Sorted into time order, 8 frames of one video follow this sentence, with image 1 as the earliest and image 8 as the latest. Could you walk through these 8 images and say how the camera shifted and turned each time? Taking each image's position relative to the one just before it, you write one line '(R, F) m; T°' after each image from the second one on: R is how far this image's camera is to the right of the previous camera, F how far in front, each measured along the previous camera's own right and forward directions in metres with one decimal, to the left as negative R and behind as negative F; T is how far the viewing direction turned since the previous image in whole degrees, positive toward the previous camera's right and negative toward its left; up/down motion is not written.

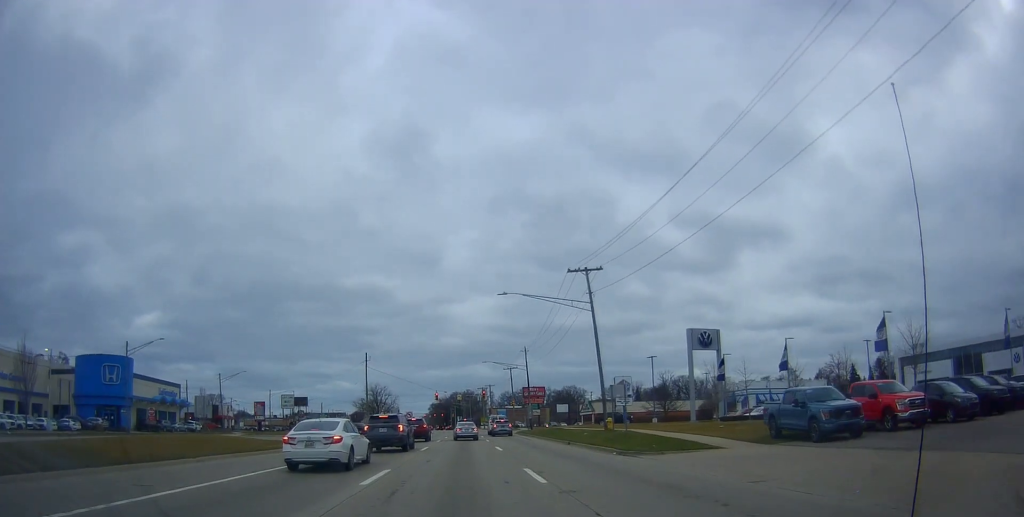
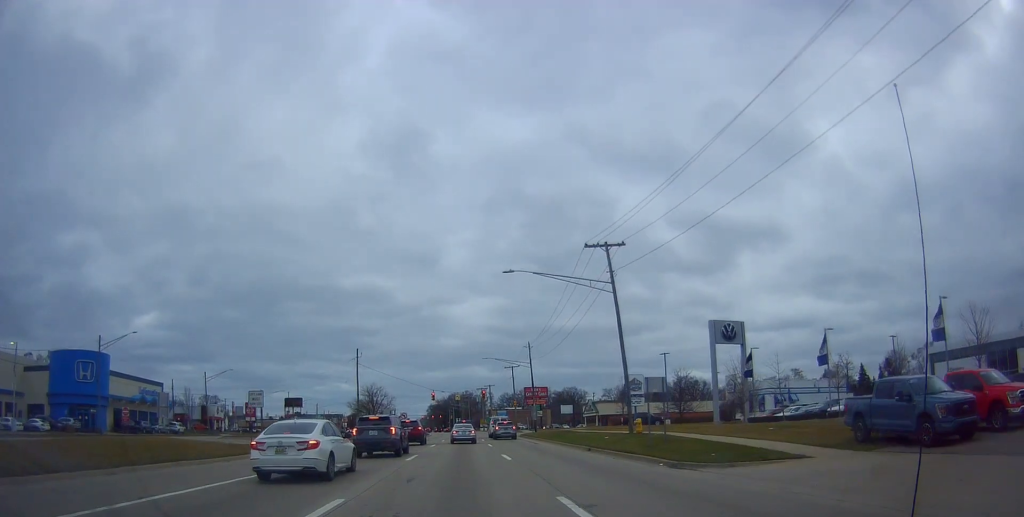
(-0.2, +6.0) m; 0°
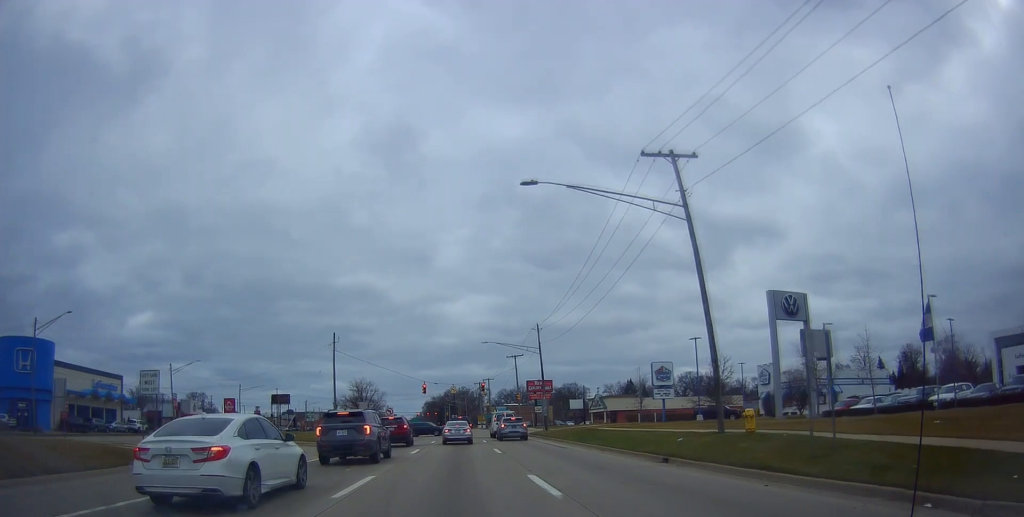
(+0.5, +13.2) m; +2°
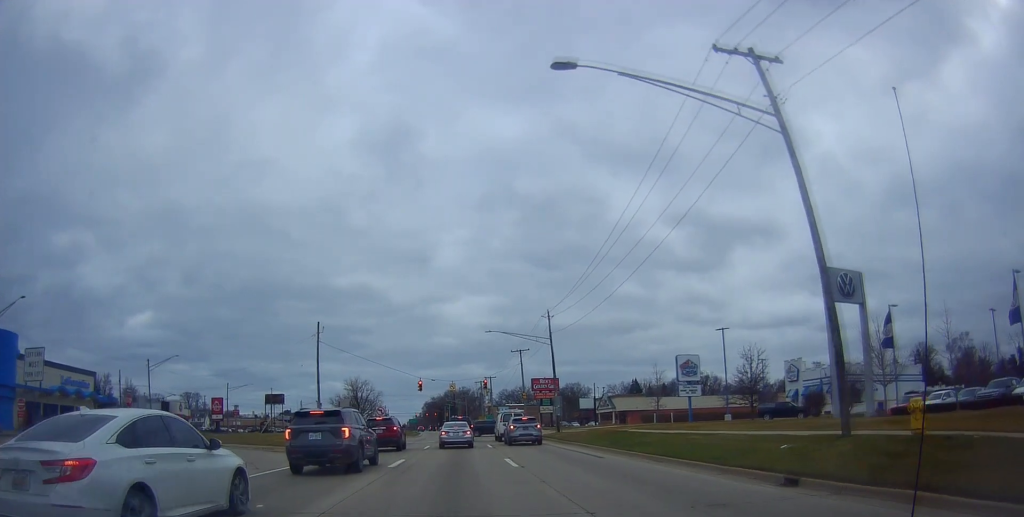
(+0.1, +8.9) m; -3°
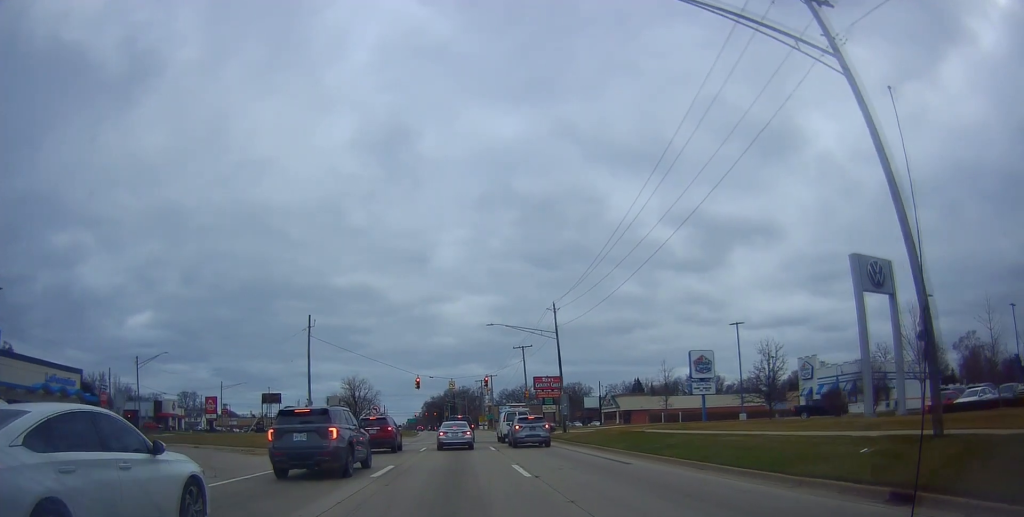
(-0.3, +3.9) m; -1°
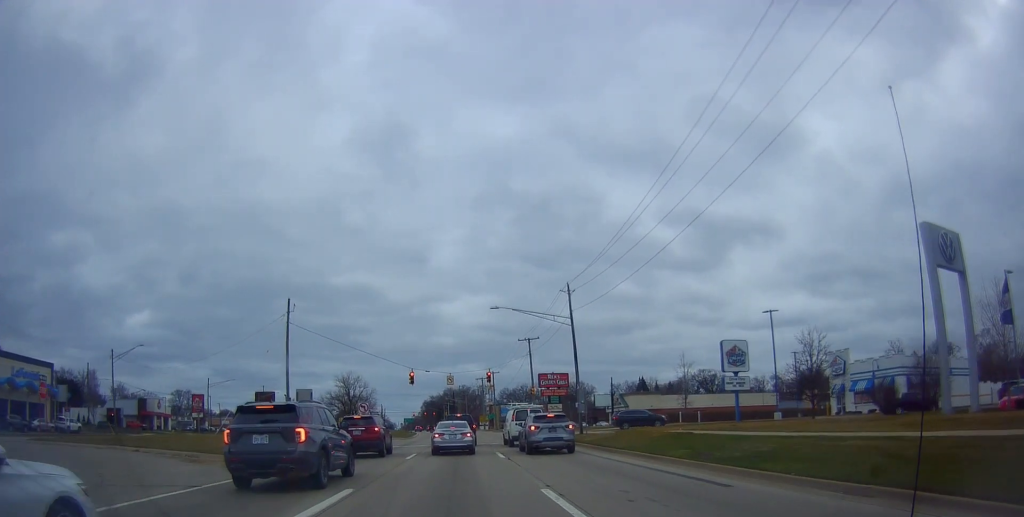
(-0.1, +8.9) m; -1°
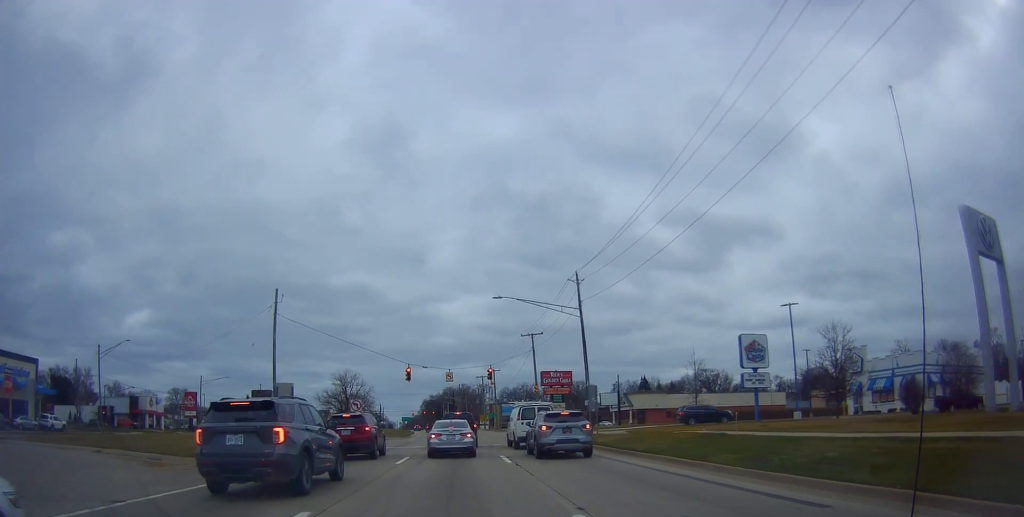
(0.0, +4.5) m; 0°
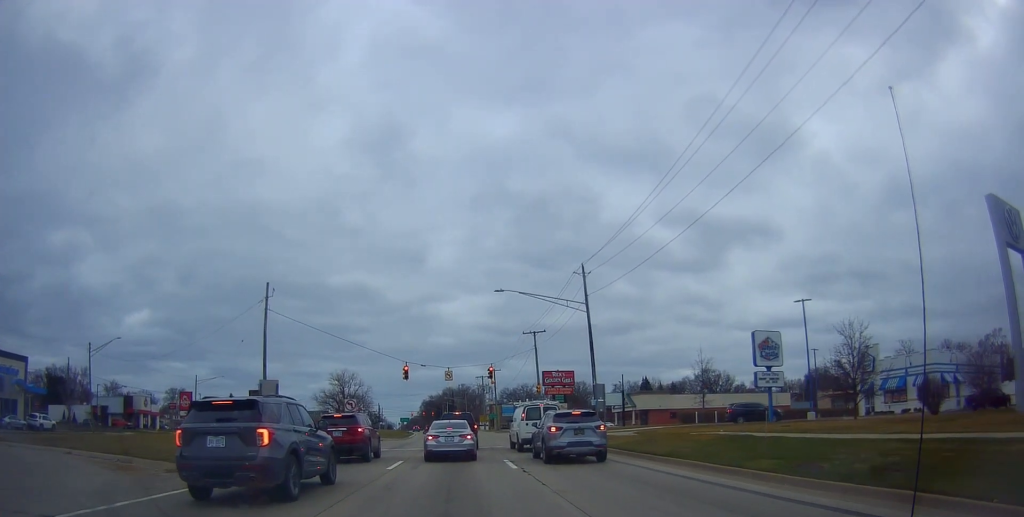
(-0.2, +3.1) m; 0°
